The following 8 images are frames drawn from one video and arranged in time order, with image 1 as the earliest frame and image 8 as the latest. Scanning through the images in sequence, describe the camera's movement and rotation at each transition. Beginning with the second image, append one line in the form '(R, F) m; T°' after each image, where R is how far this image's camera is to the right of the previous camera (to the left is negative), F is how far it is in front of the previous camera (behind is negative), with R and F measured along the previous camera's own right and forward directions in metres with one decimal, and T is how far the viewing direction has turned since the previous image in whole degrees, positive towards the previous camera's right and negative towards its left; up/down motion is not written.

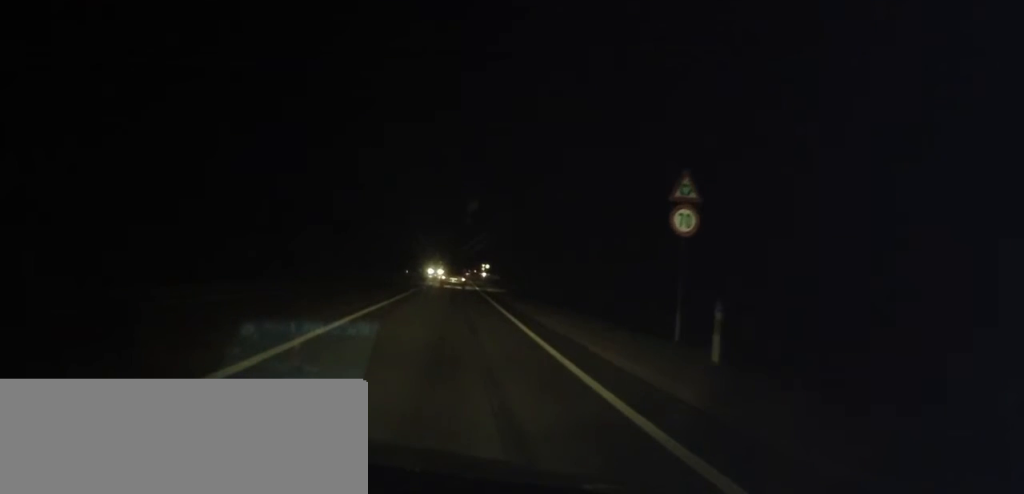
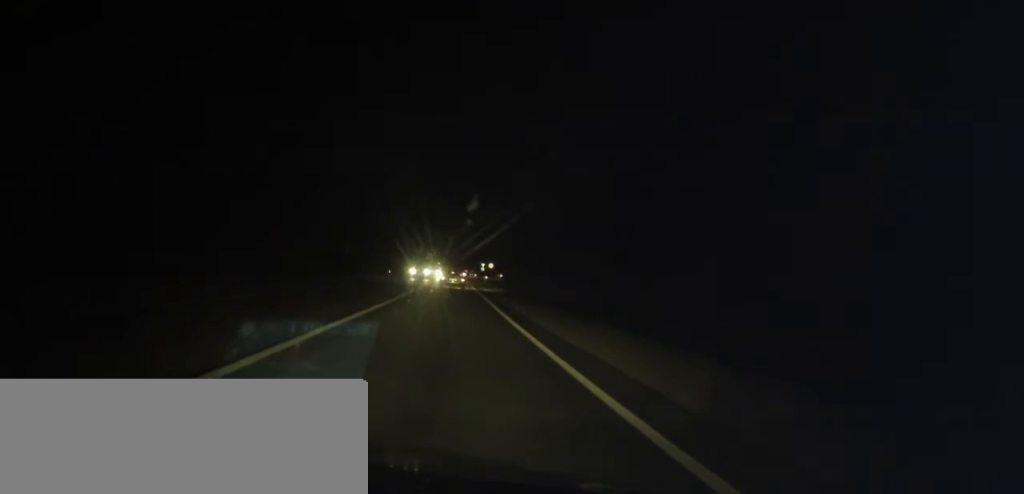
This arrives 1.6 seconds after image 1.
(+0.4, +23.6) m; +1°
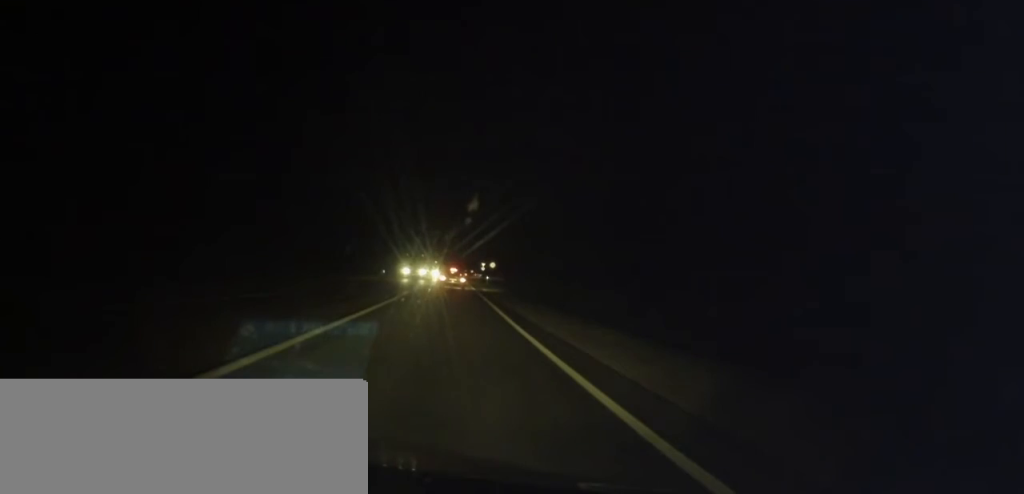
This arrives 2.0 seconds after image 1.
(0.0, +6.3) m; 0°
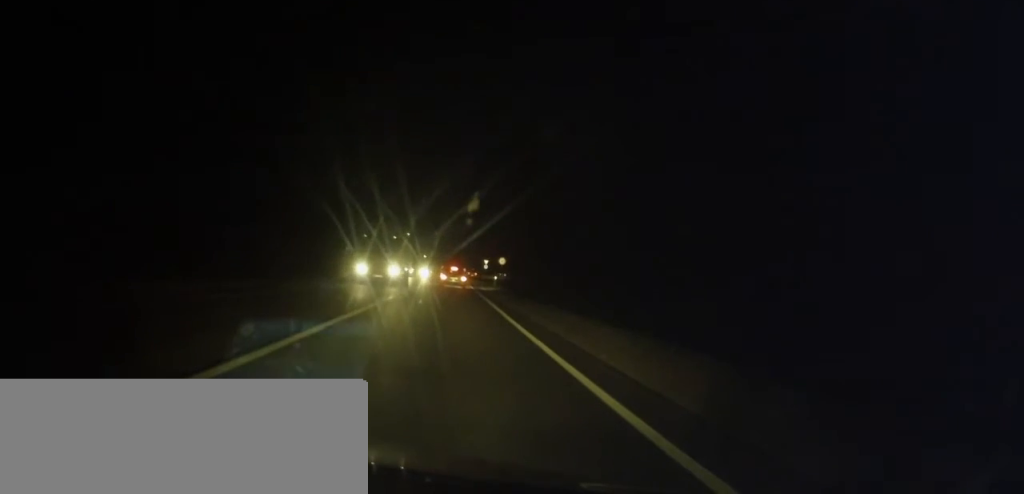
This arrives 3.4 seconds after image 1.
(-0.1, +18.8) m; 0°
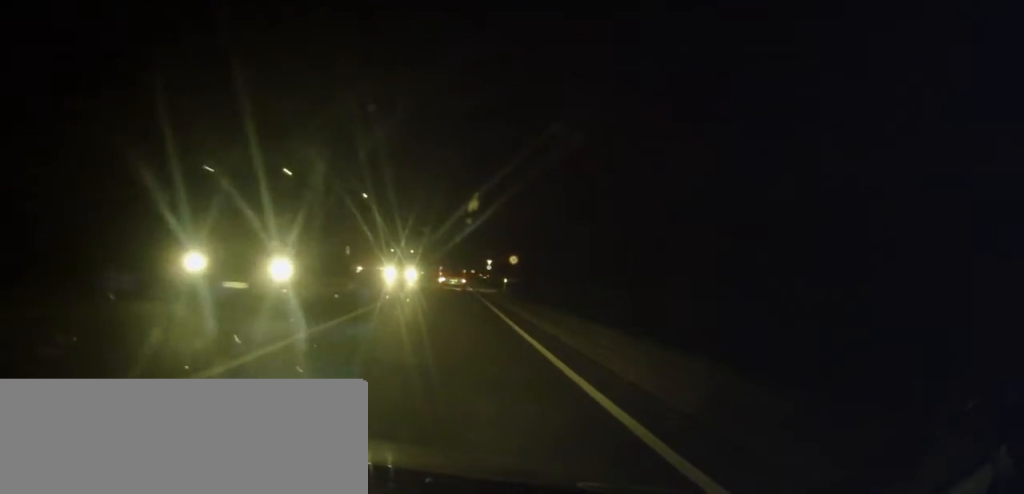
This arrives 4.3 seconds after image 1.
(0.0, +12.5) m; 0°
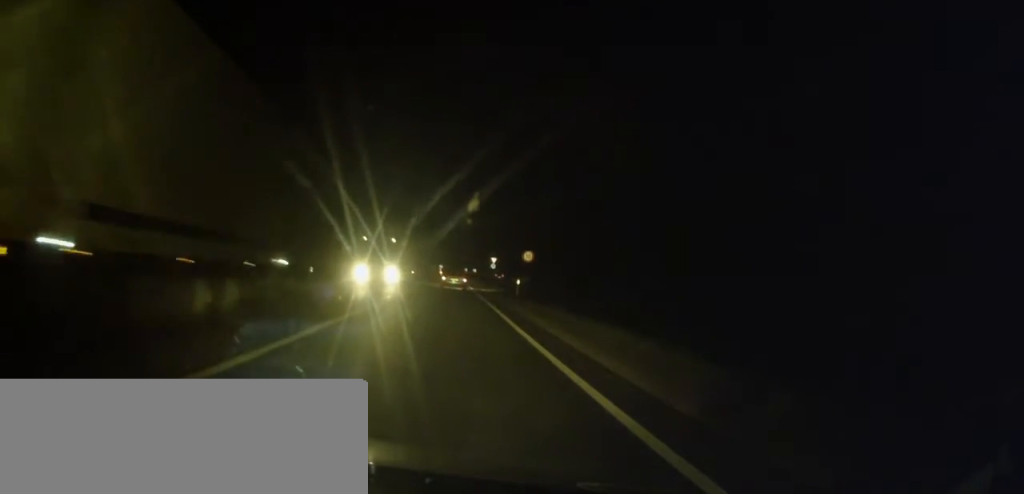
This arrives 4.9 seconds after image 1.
(-0.1, +9.2) m; 0°
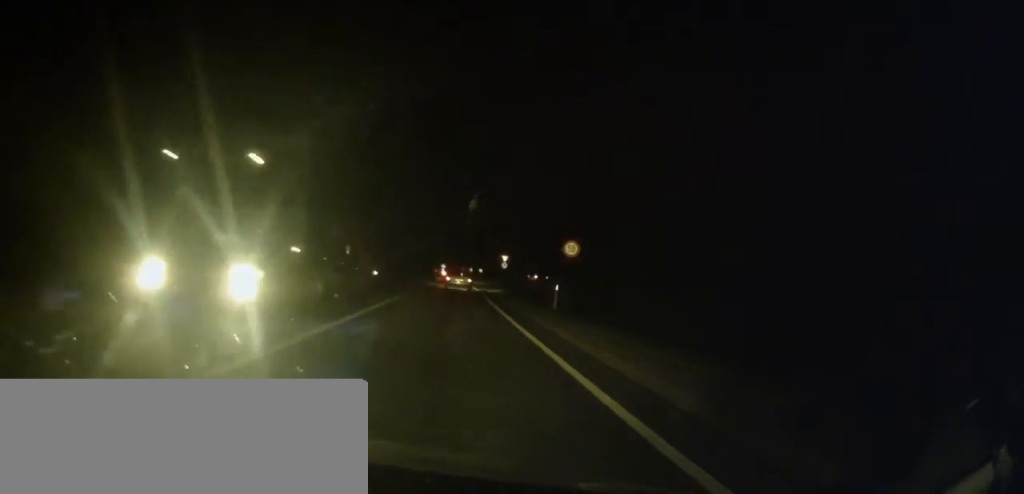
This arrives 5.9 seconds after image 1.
(+0.2, +13.8) m; -1°
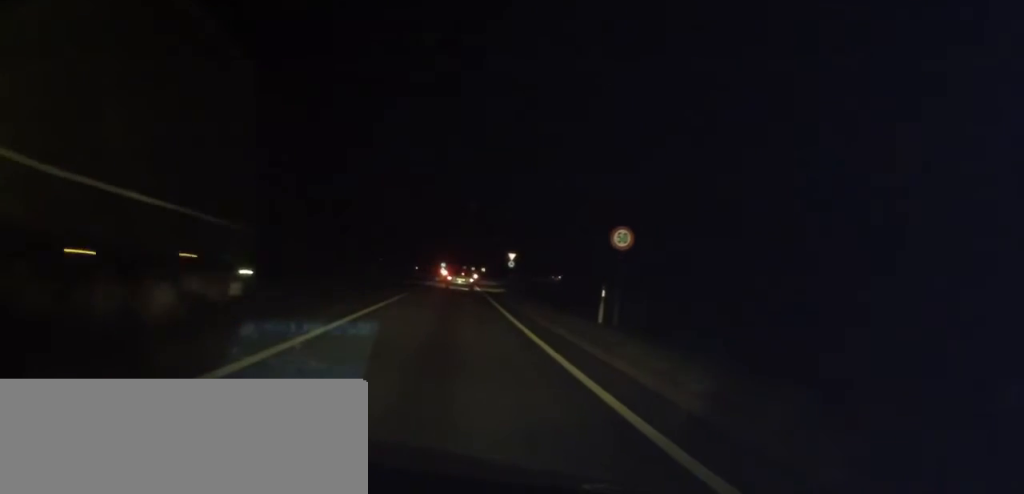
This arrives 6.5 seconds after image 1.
(-0.3, +8.2) m; -1°
